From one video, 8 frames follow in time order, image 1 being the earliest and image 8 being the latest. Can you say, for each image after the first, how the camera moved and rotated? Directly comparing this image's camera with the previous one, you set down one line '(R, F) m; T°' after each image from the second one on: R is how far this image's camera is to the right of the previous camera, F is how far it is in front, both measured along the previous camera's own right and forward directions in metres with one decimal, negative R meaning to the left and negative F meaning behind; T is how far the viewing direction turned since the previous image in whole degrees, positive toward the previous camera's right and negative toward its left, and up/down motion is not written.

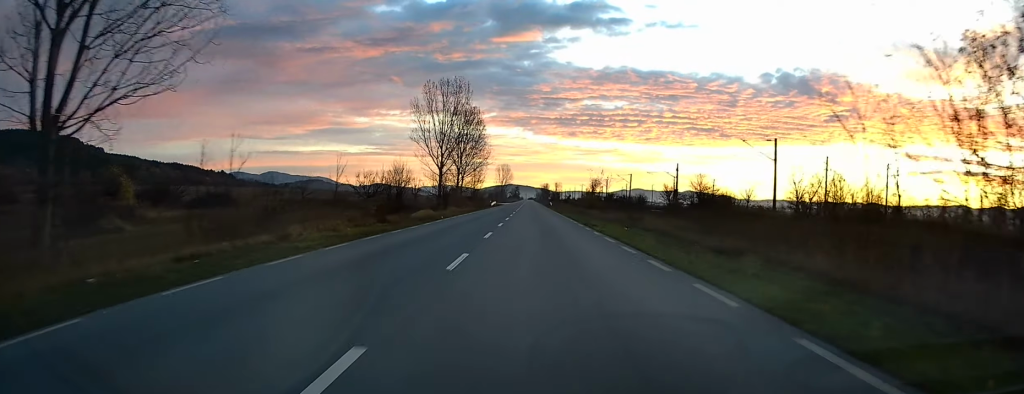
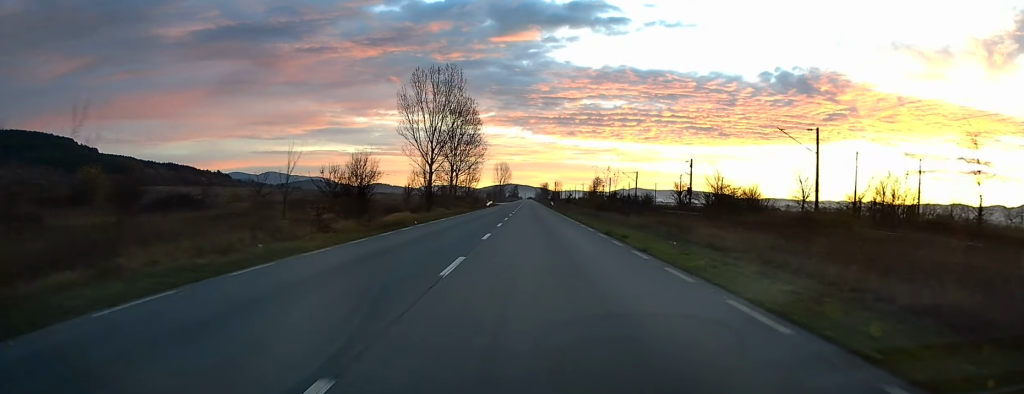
(0.0, +9.8) m; 0°
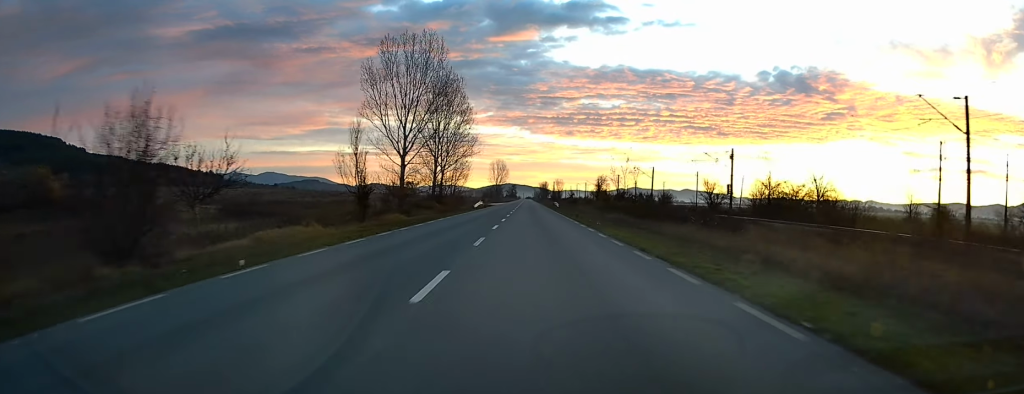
(+0.1, +20.5) m; -1°
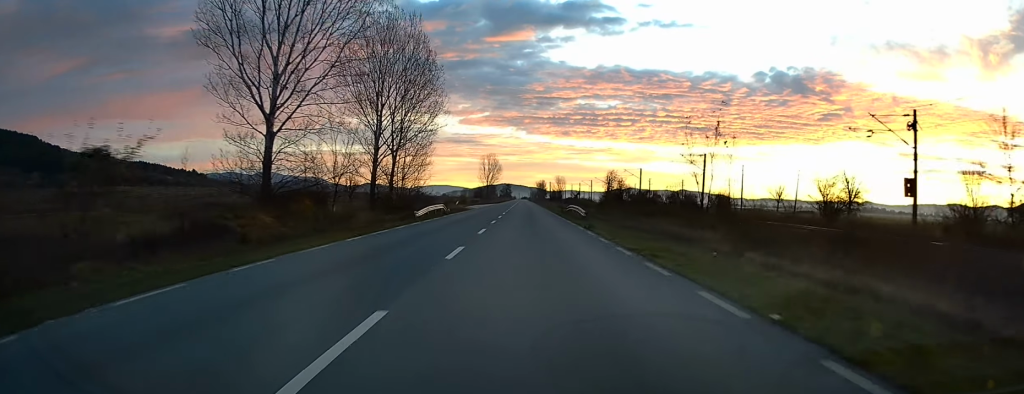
(-0.1, +39.6) m; +1°
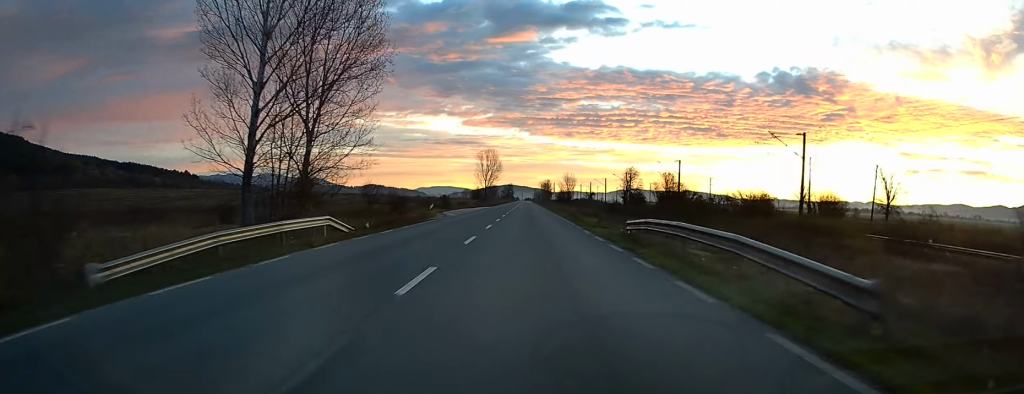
(+0.1, +31.5) m; 0°
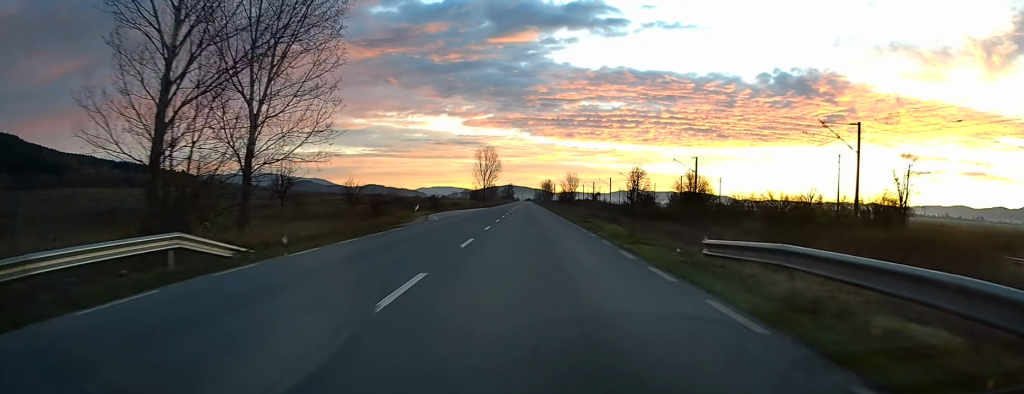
(0.0, +10.0) m; 0°
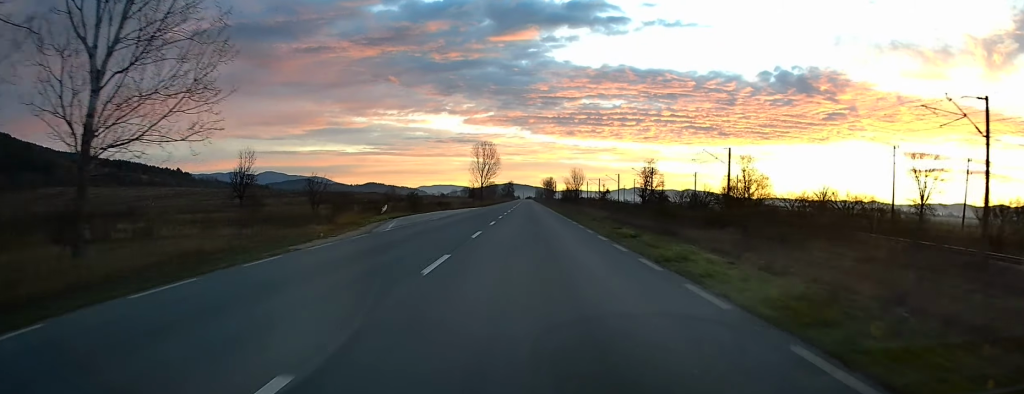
(0.0, +15.0) m; 0°
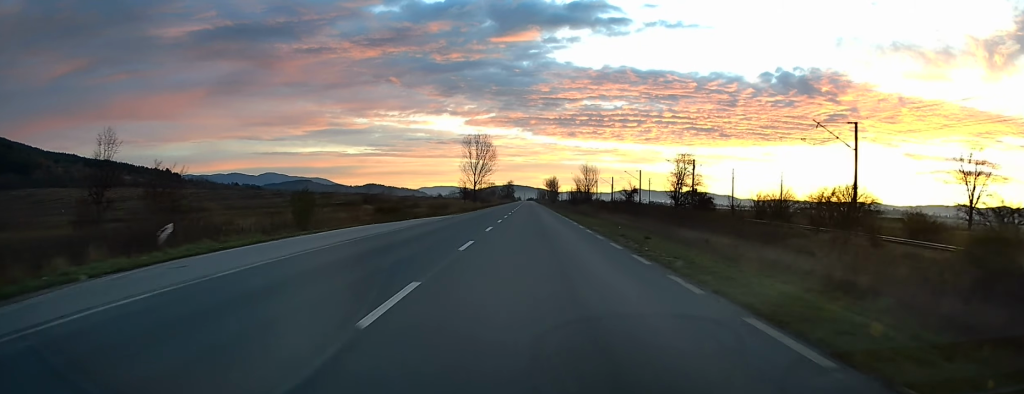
(-0.2, +31.0) m; -1°
